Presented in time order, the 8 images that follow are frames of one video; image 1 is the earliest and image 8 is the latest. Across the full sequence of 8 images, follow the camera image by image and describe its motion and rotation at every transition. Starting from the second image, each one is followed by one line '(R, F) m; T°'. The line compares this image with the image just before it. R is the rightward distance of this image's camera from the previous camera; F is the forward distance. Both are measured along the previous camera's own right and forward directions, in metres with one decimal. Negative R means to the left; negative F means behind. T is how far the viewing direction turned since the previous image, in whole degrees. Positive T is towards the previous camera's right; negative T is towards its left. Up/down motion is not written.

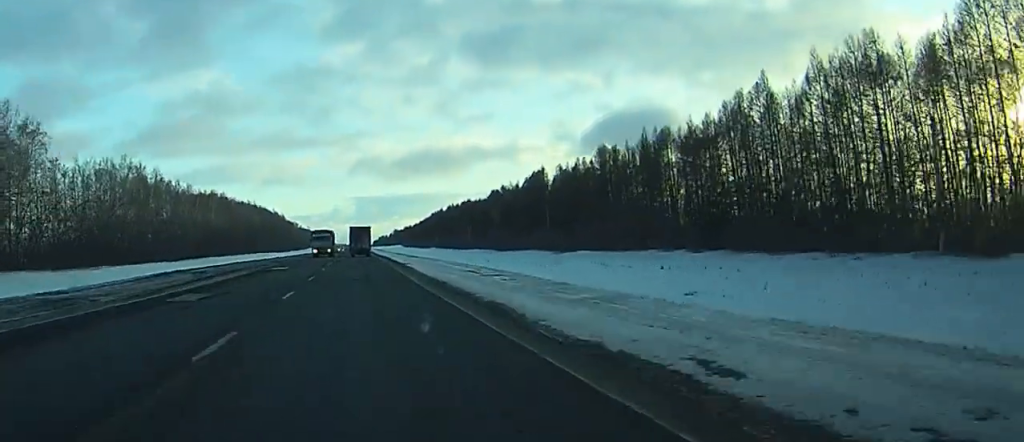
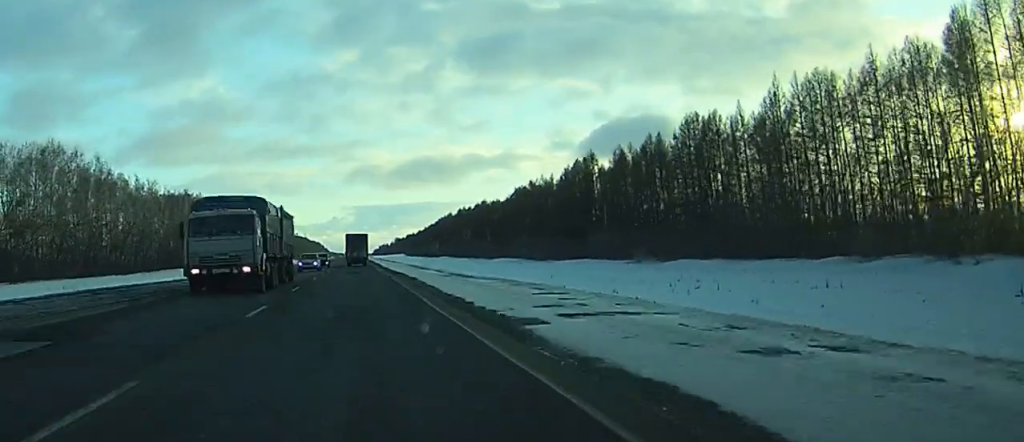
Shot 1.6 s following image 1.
(+0.2, +41.2) m; 0°
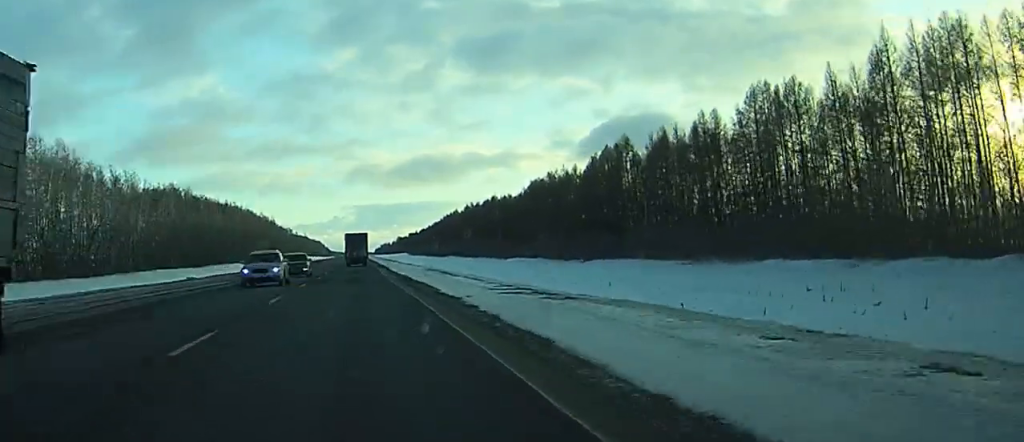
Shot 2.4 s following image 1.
(0.0, +19.1) m; 0°
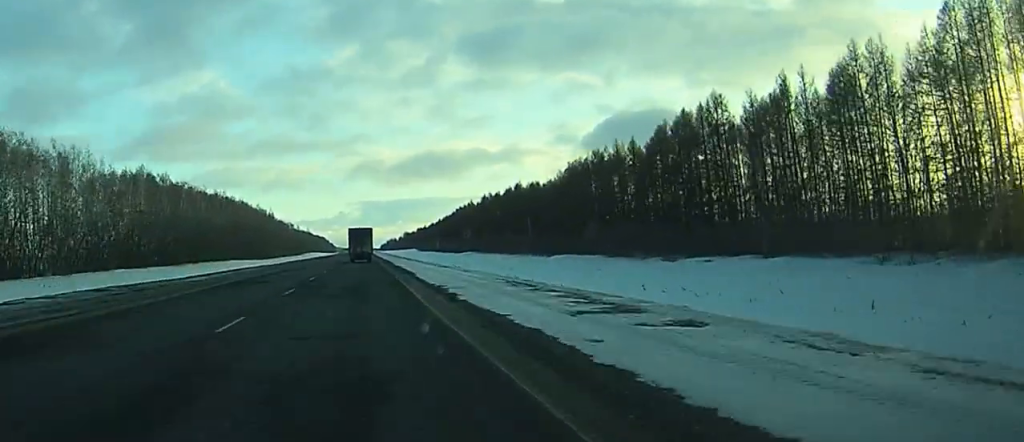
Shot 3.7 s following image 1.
(0.0, +32.9) m; 0°
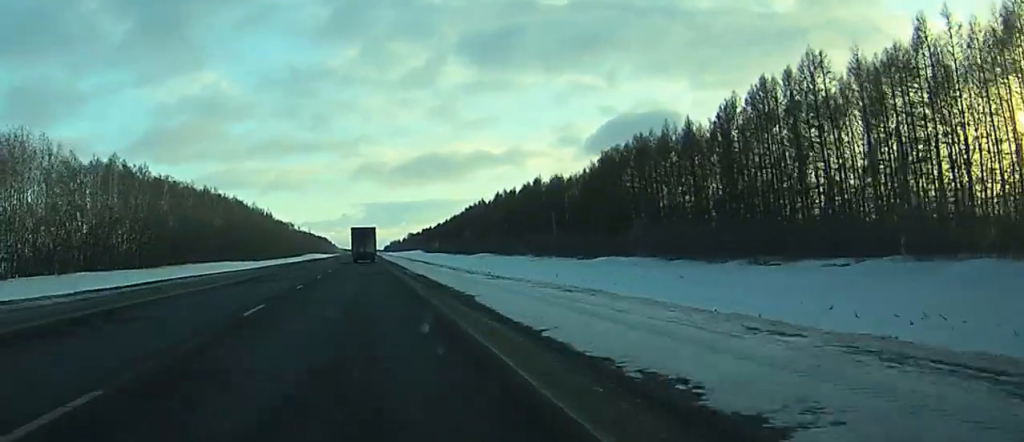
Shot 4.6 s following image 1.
(0.0, +22.1) m; 0°
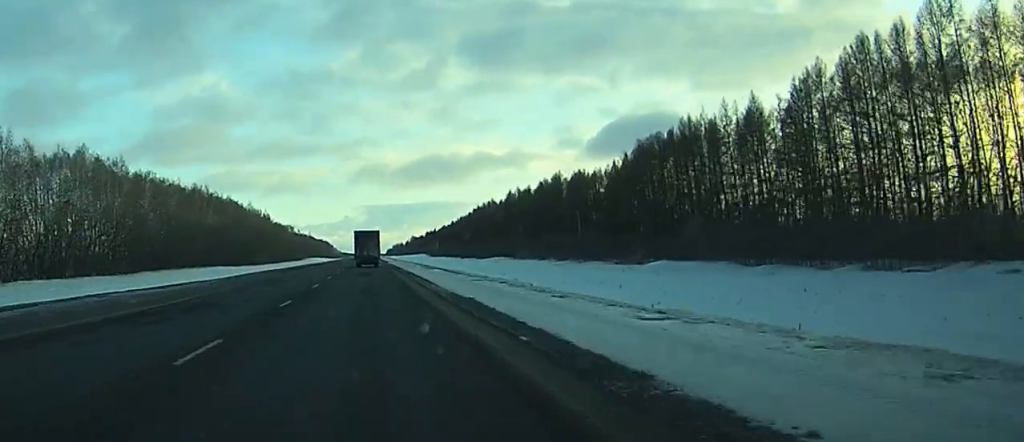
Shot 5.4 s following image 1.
(-0.1, +18.8) m; 0°
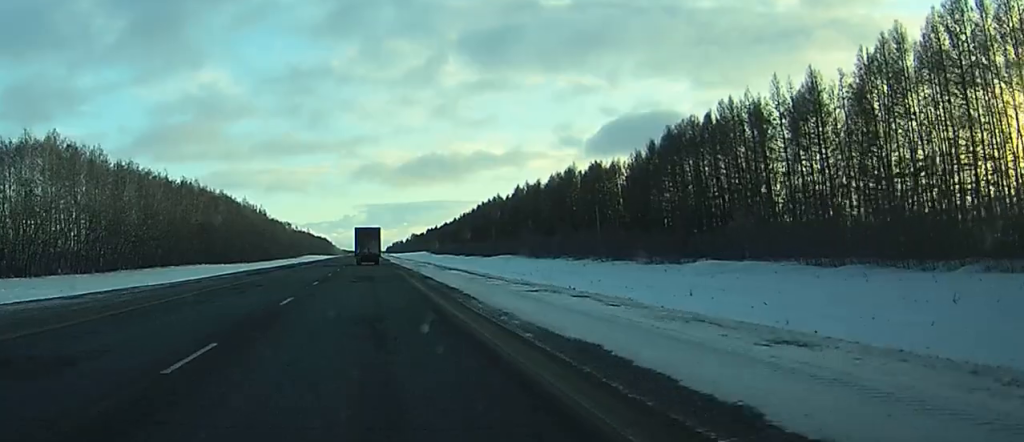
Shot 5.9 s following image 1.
(0.0, +13.0) m; 0°
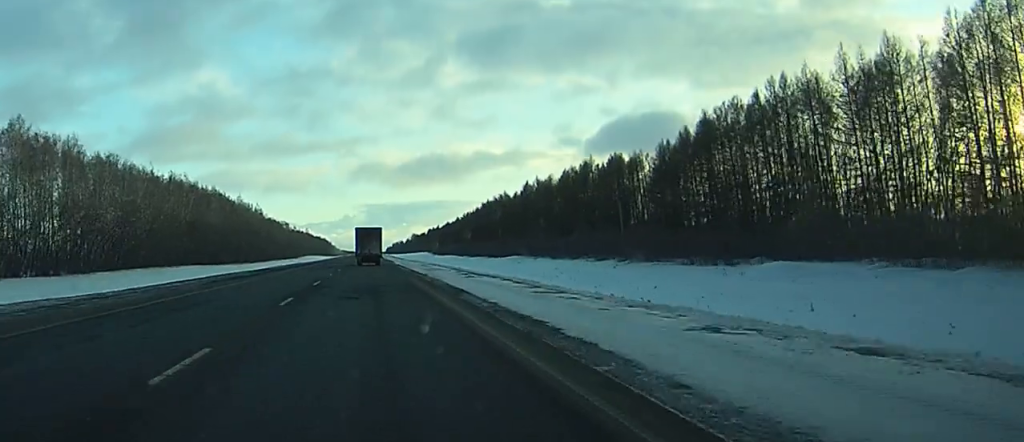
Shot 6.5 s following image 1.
(0.0, +13.0) m; 0°
